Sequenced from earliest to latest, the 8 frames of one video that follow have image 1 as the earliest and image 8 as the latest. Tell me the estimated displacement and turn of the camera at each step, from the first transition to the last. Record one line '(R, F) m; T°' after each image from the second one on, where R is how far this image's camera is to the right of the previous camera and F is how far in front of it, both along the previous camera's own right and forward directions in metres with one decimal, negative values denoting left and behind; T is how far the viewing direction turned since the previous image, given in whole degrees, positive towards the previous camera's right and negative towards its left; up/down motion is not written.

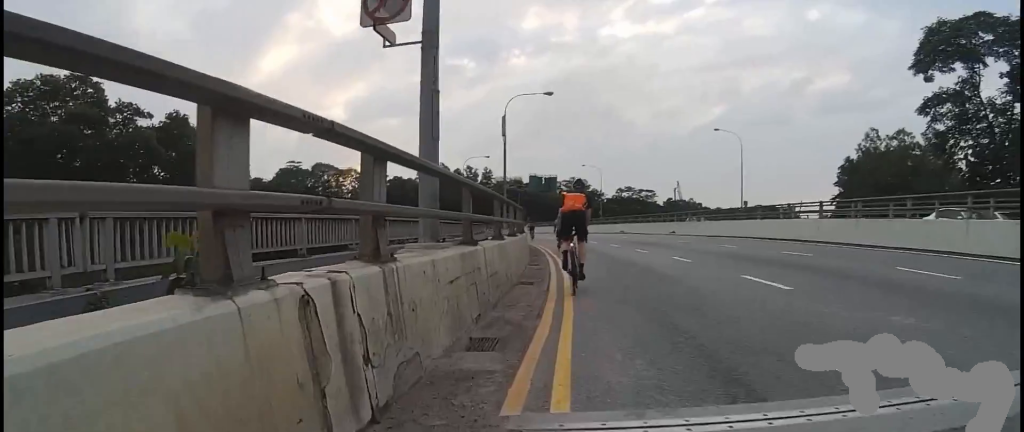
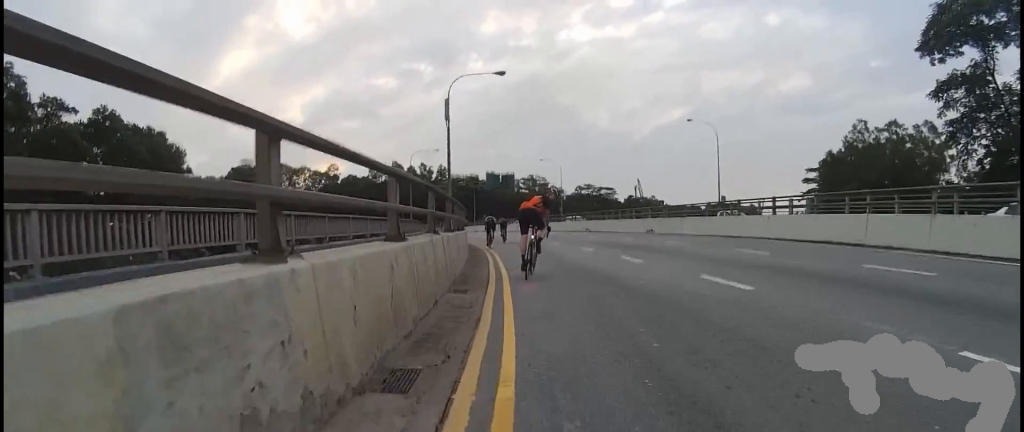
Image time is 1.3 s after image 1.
(-0.1, +8.0) m; -5°
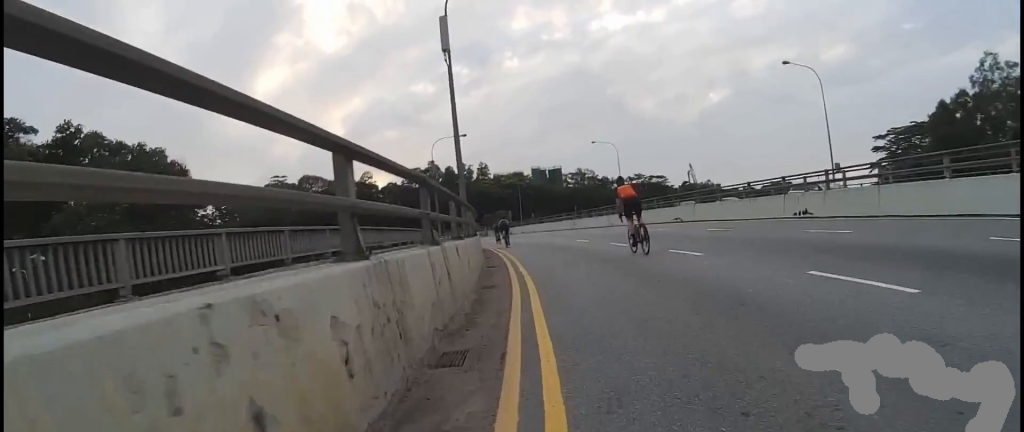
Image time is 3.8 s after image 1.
(-0.9, +18.0) m; -7°
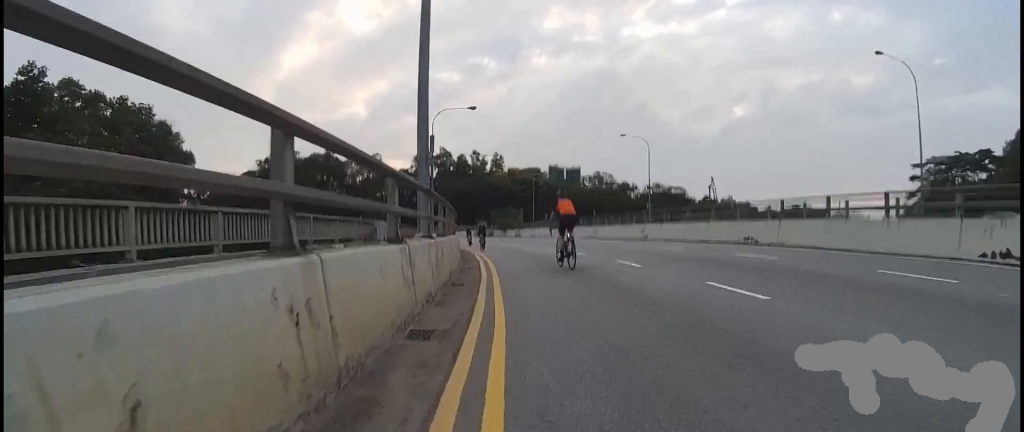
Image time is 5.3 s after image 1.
(0.0, +12.1) m; 0°
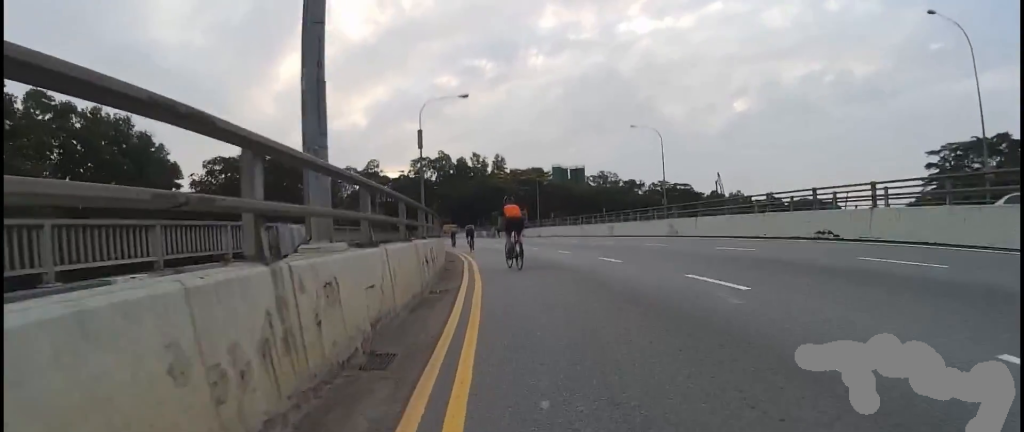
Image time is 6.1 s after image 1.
(-0.2, +7.3) m; -1°
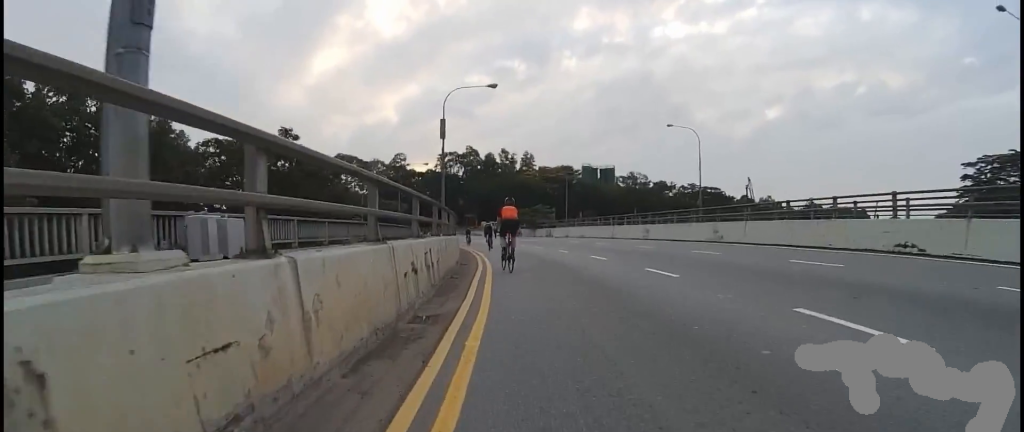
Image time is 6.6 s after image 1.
(-0.2, +3.7) m; -1°
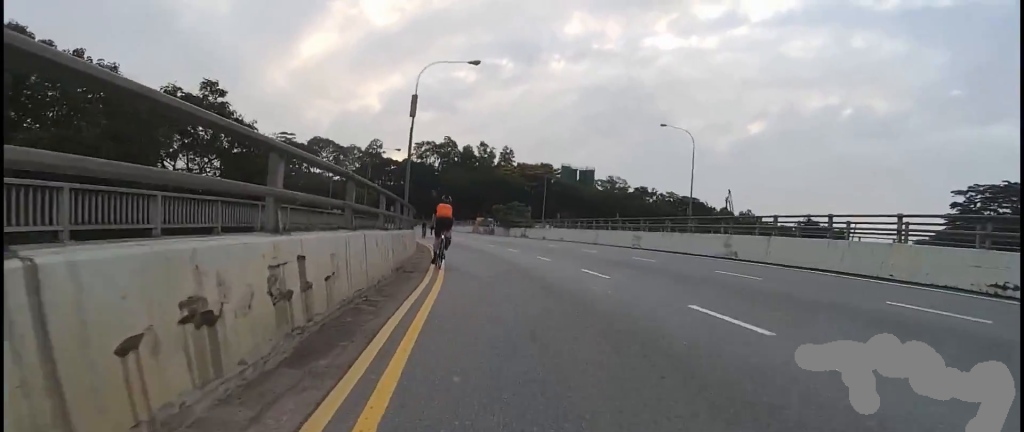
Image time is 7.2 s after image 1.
(+0.3, +5.7) m; -6°
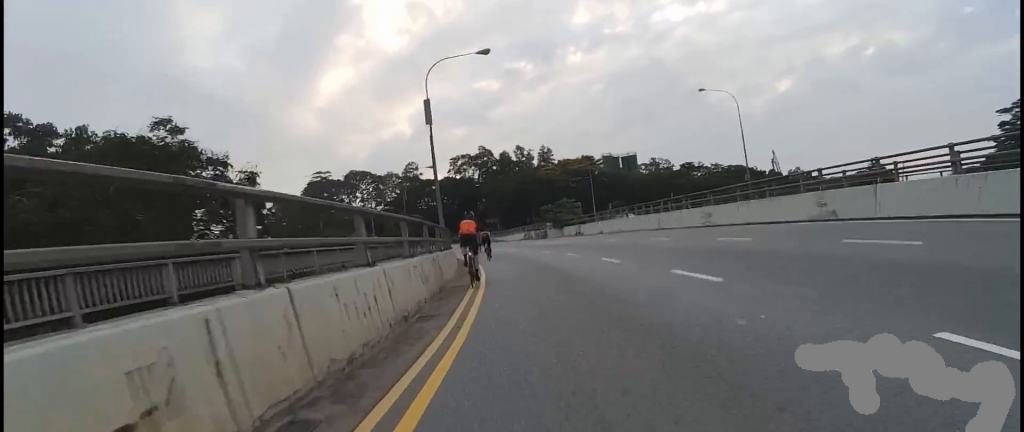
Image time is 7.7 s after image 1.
(0.0, +4.3) m; -3°
